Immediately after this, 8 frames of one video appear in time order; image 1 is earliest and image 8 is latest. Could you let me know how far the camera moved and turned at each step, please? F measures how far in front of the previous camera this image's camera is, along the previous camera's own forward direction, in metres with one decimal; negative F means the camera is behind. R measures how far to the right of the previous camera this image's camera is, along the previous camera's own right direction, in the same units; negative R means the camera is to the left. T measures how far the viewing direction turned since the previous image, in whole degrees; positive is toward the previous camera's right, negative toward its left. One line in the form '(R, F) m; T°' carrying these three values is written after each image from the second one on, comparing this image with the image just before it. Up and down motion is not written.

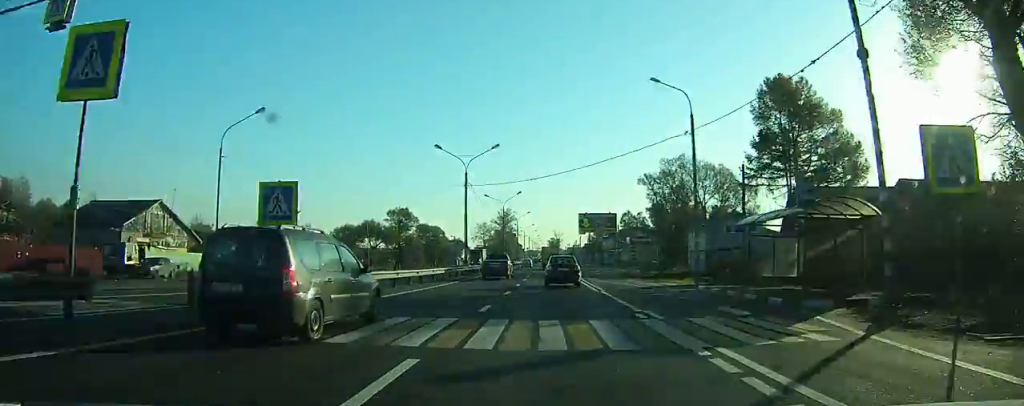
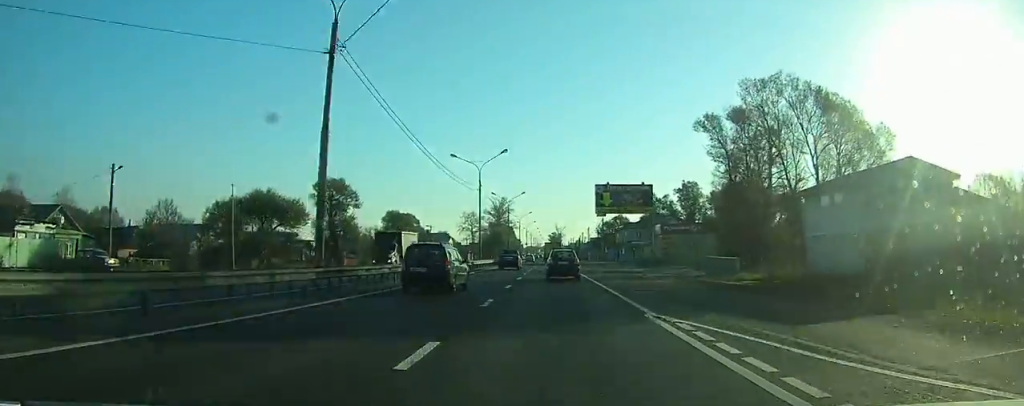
(0.0, +31.9) m; 0°
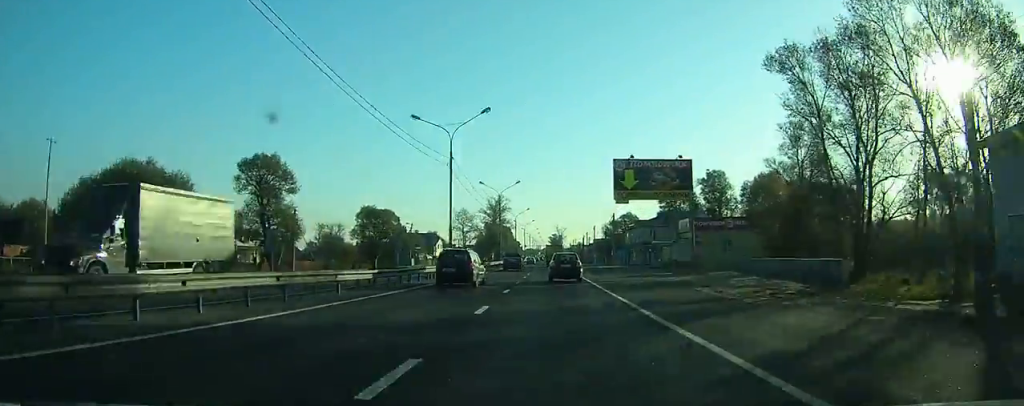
(0.0, +17.1) m; 0°
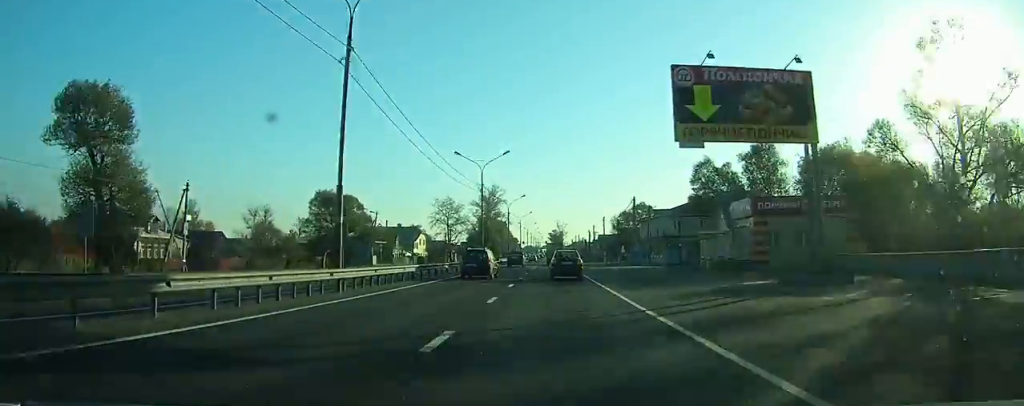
(+0.1, +21.2) m; 0°
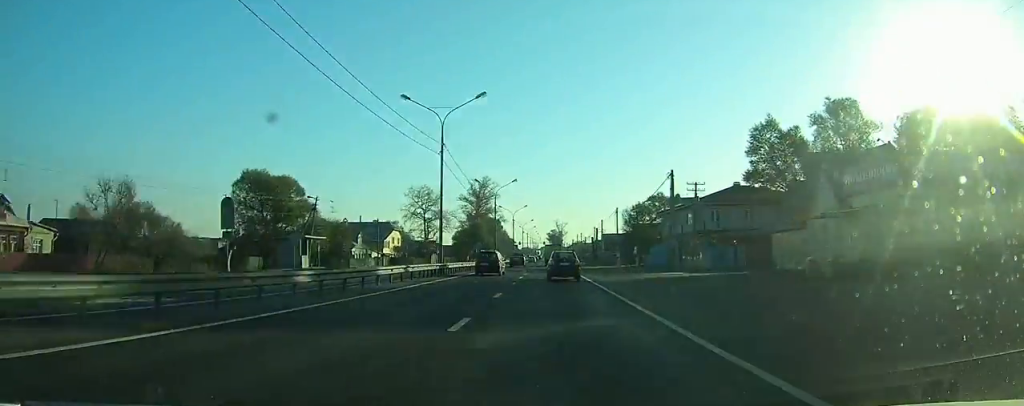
(-0.1, +21.6) m; 0°
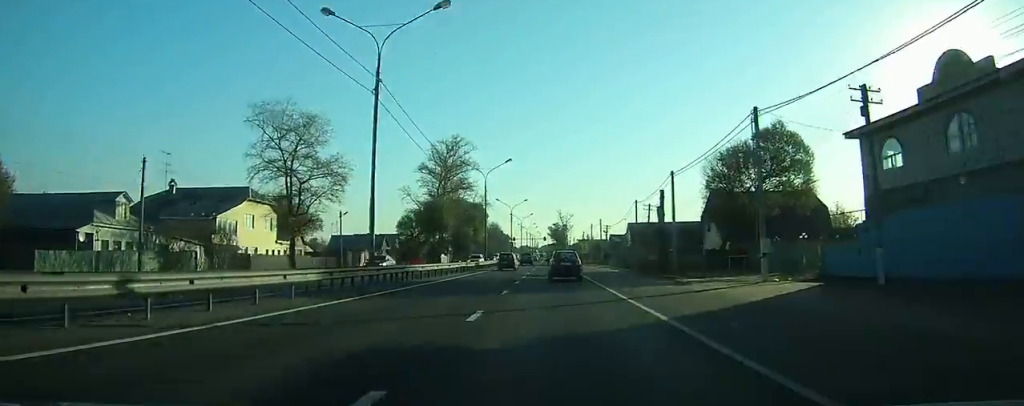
(0.0, +55.3) m; 0°
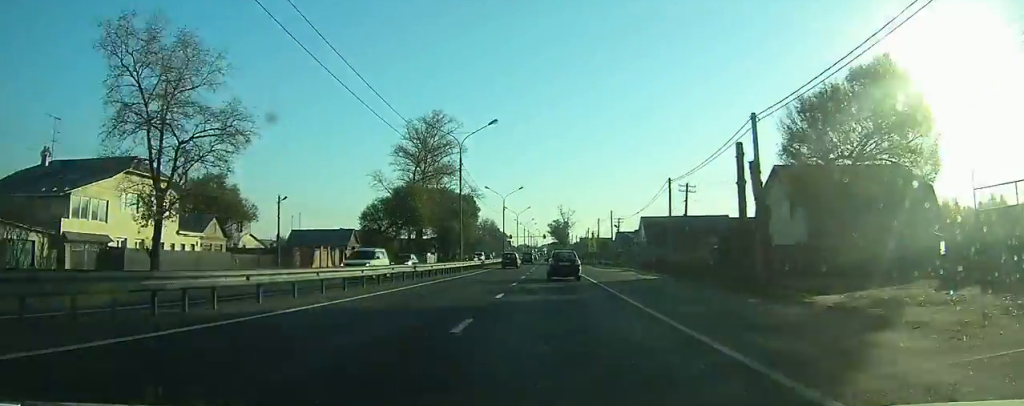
(+0.1, +18.7) m; 0°
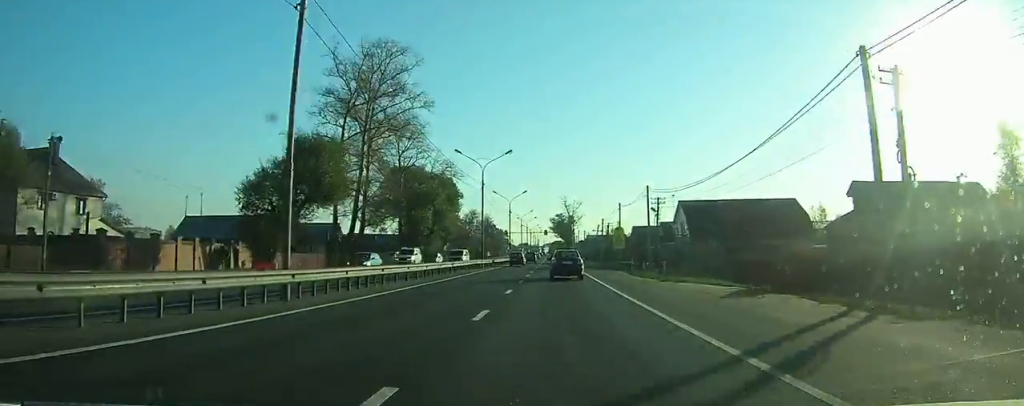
(-0.2, +33.0) m; 0°
